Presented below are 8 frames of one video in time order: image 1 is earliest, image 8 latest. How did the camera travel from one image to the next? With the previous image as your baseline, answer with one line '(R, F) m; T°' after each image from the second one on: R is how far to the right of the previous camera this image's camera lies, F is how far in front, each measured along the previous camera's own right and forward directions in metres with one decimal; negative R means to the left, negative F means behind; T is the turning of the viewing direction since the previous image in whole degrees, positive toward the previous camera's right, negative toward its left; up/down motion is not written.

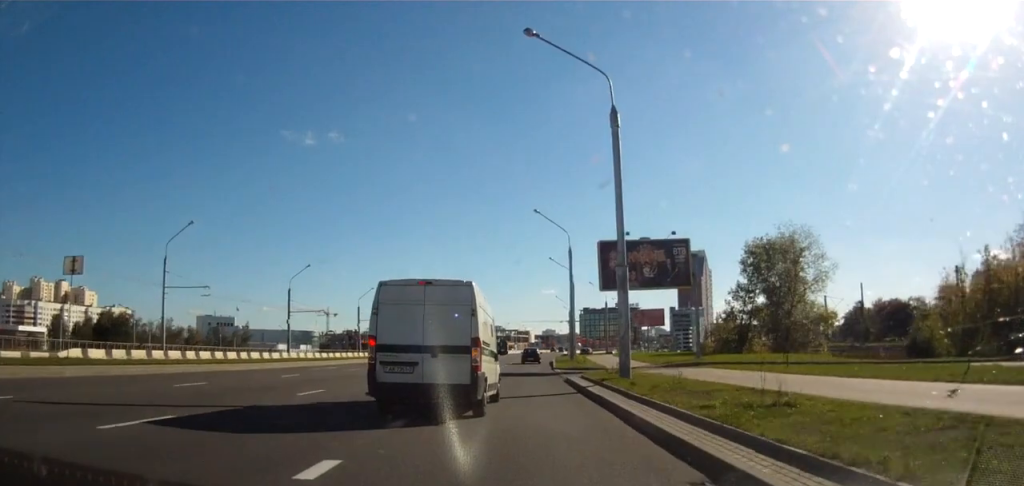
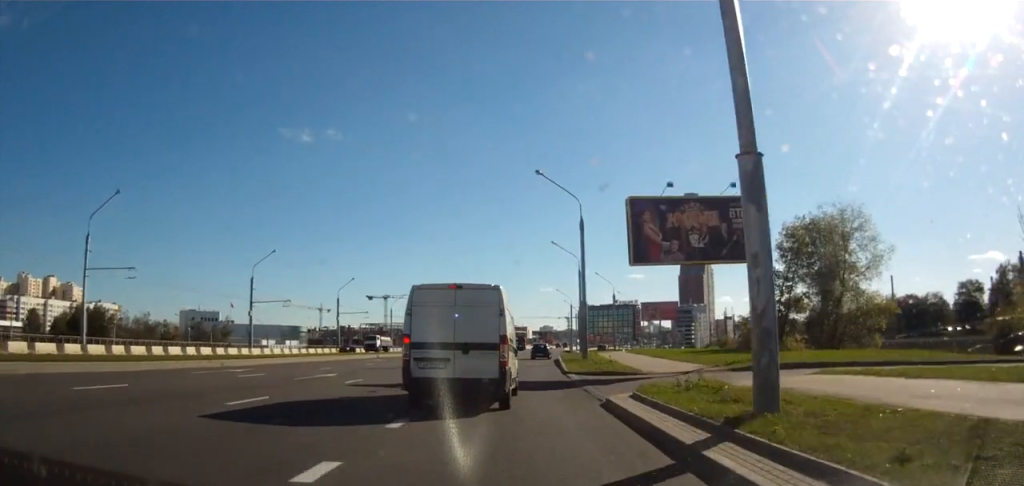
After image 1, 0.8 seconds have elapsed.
(+0.1, +12.2) m; +1°
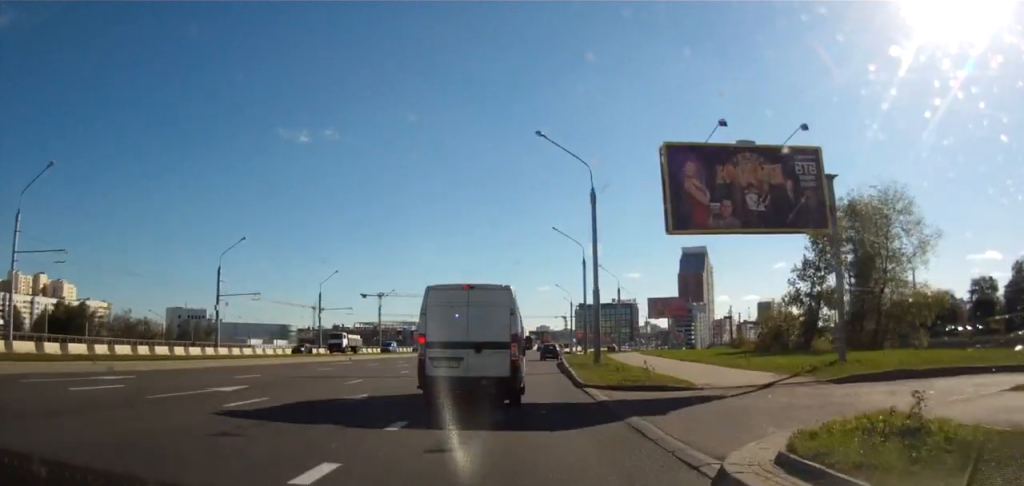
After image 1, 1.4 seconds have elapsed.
(+0.1, +8.2) m; +1°
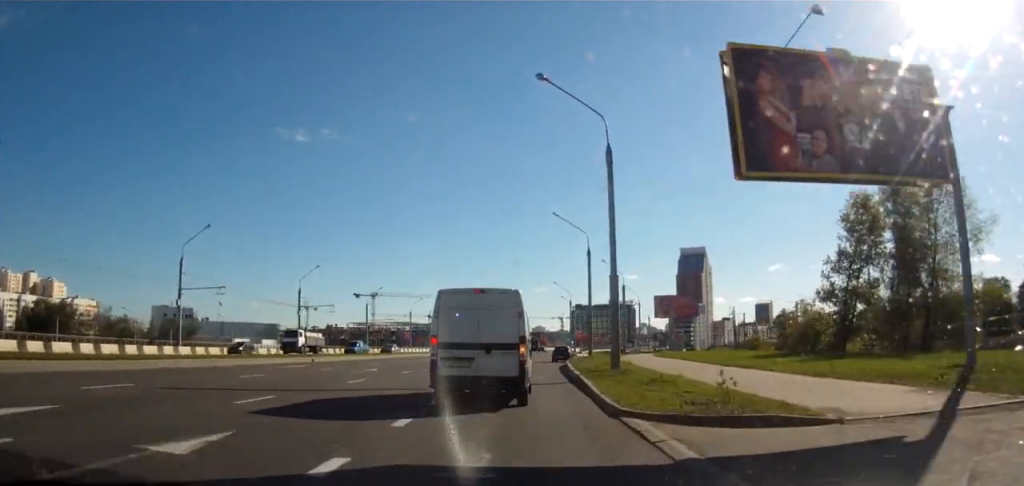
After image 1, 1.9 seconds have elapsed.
(+0.1, +7.5) m; 0°
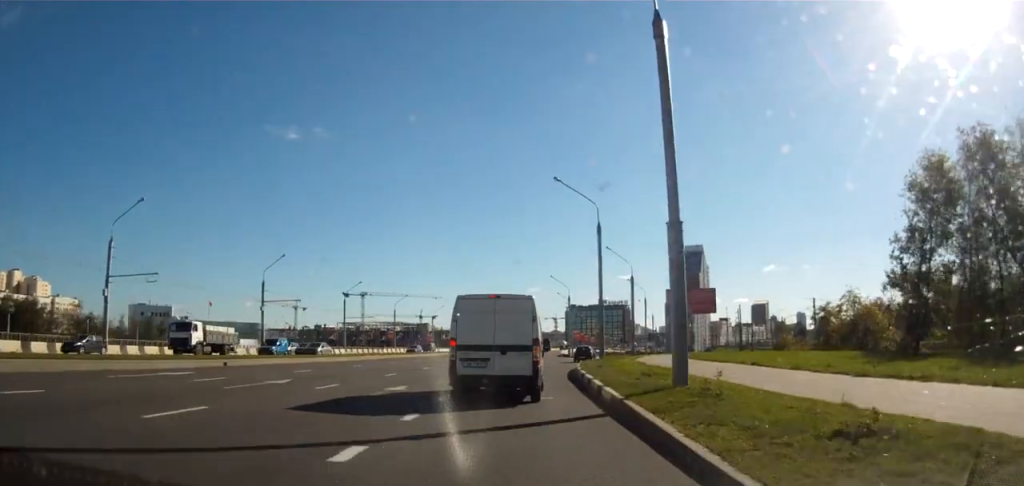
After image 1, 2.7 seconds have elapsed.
(-0.1, +11.5) m; 0°
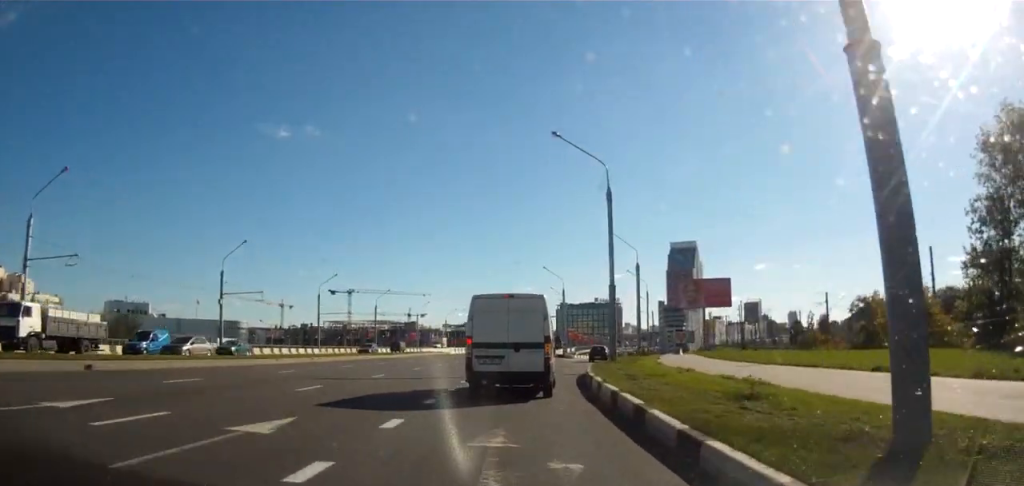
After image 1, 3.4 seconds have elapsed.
(-0.2, +9.7) m; 0°
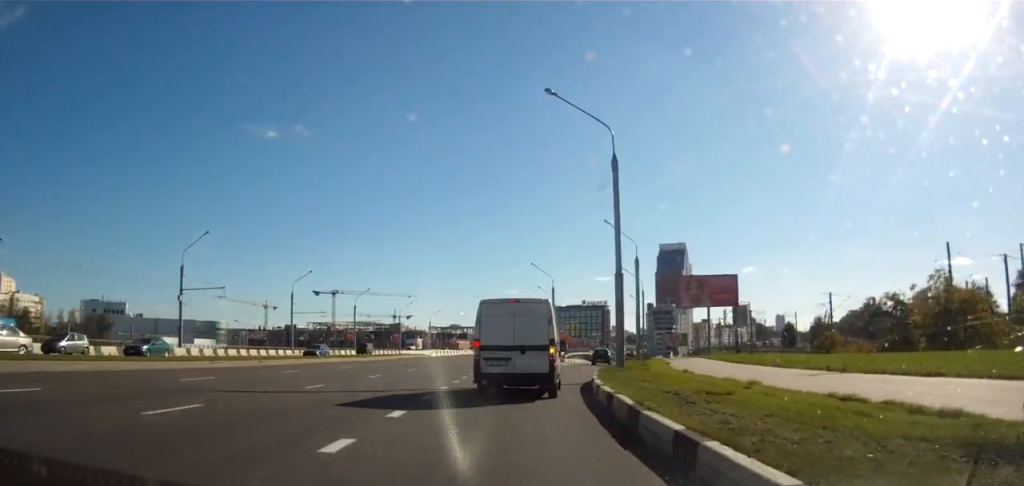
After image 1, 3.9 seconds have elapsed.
(+0.2, +6.8) m; 0°
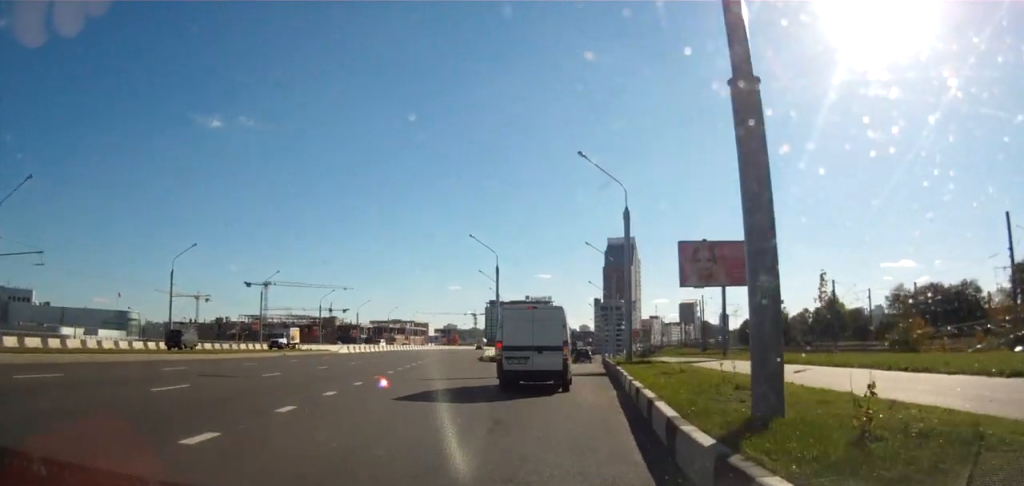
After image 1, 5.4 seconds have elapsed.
(0.0, +20.3) m; +3°
